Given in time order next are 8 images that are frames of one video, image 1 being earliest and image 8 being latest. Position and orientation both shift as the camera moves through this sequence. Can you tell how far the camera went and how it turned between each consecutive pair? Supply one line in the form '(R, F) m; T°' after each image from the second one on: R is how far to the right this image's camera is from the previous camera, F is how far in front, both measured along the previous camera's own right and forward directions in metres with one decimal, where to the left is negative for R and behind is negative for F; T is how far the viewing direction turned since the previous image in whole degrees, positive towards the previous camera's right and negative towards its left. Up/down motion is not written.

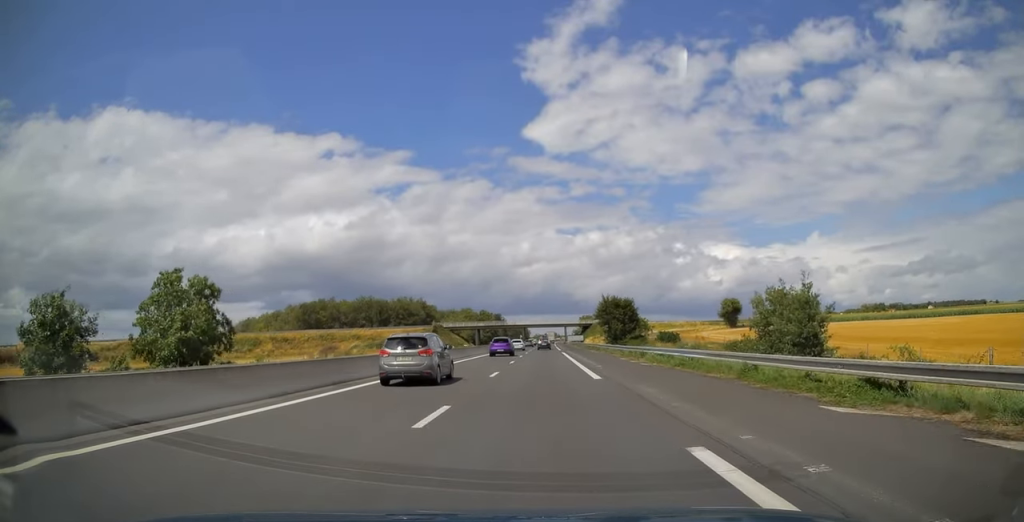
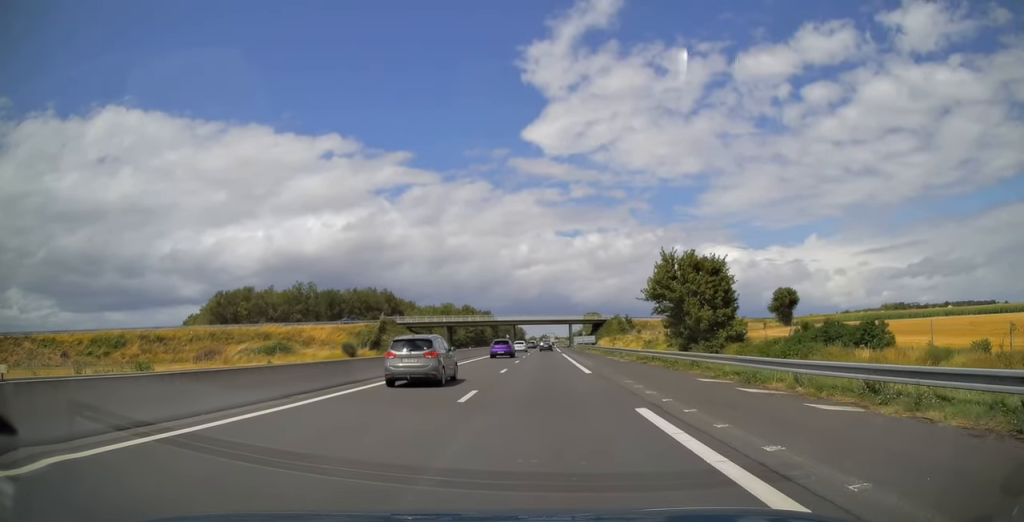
(+0.1, +46.8) m; 0°
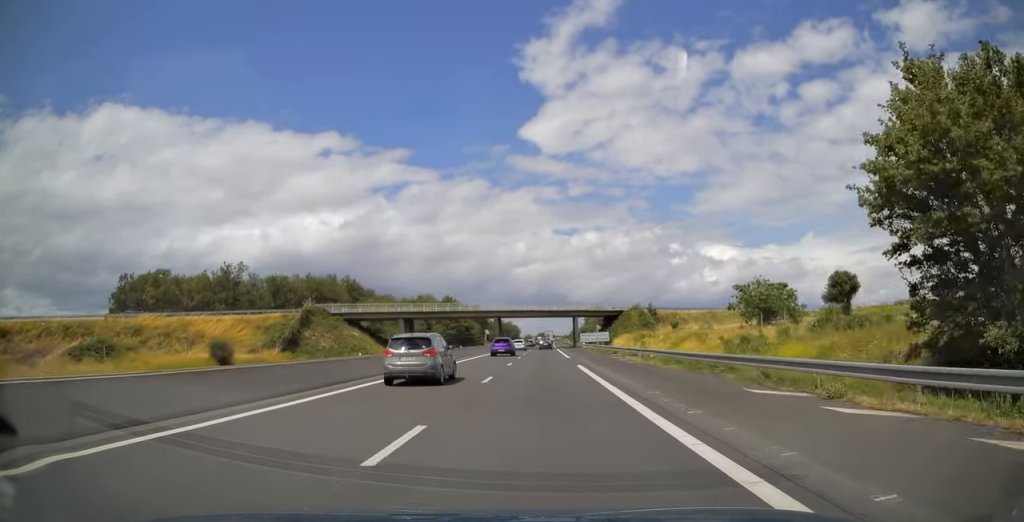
(0.0, +32.5) m; 0°
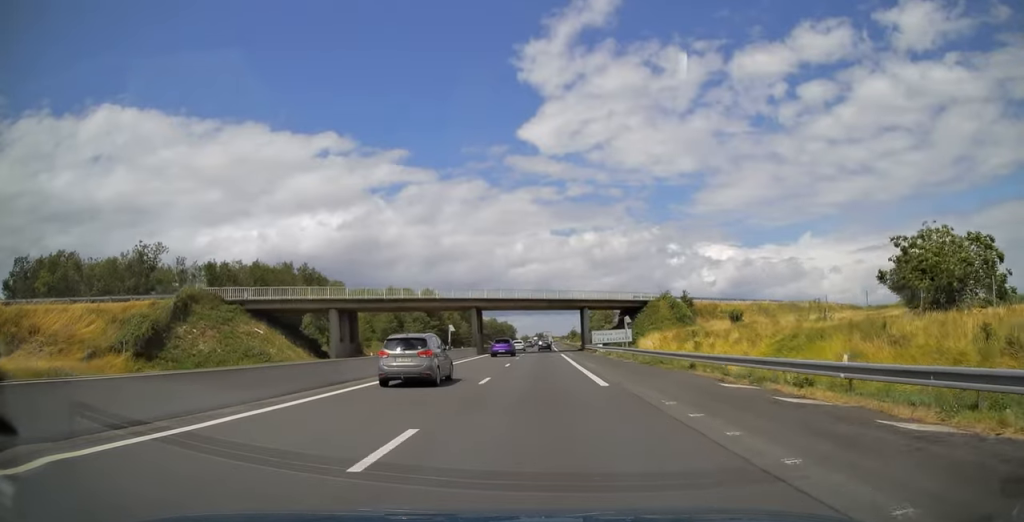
(+0.1, +25.7) m; 0°
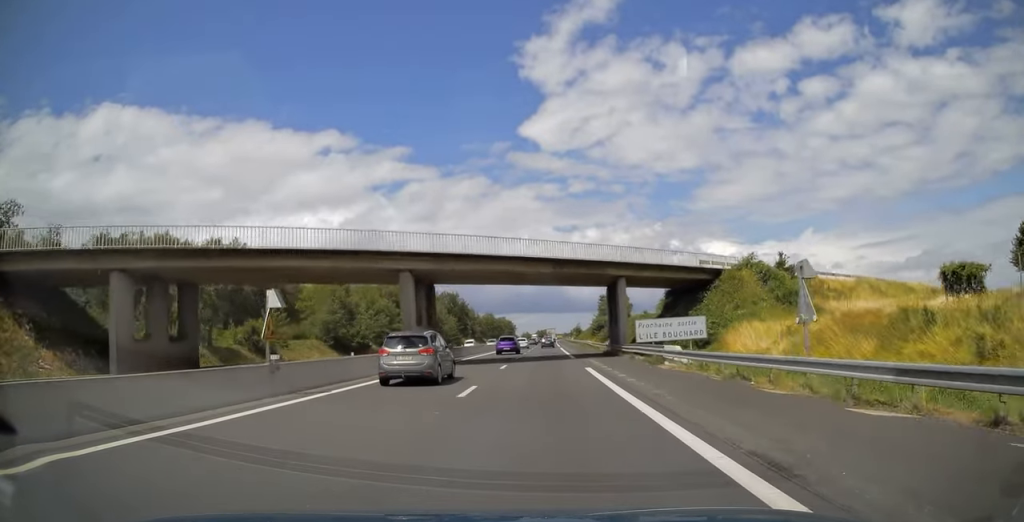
(0.0, +30.6) m; 0°
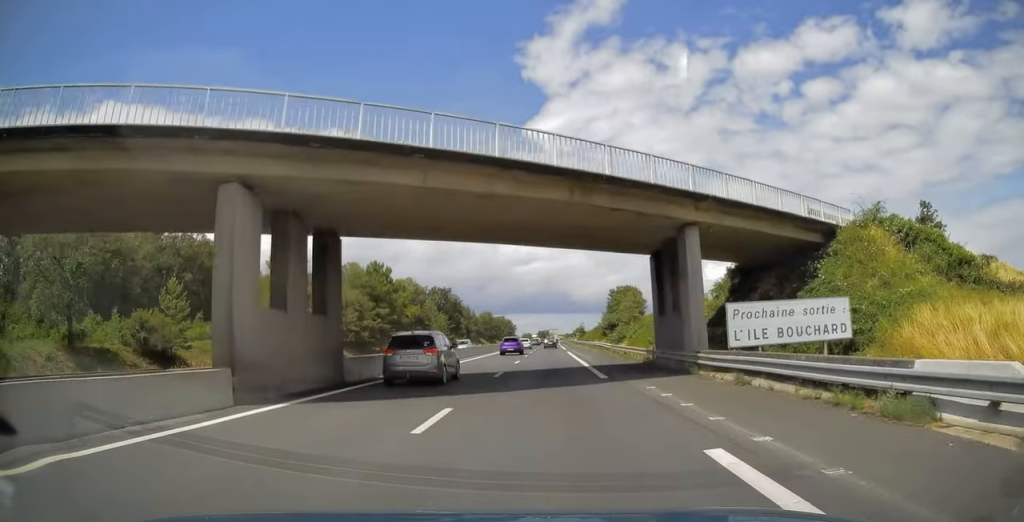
(0.0, +18.3) m; 0°
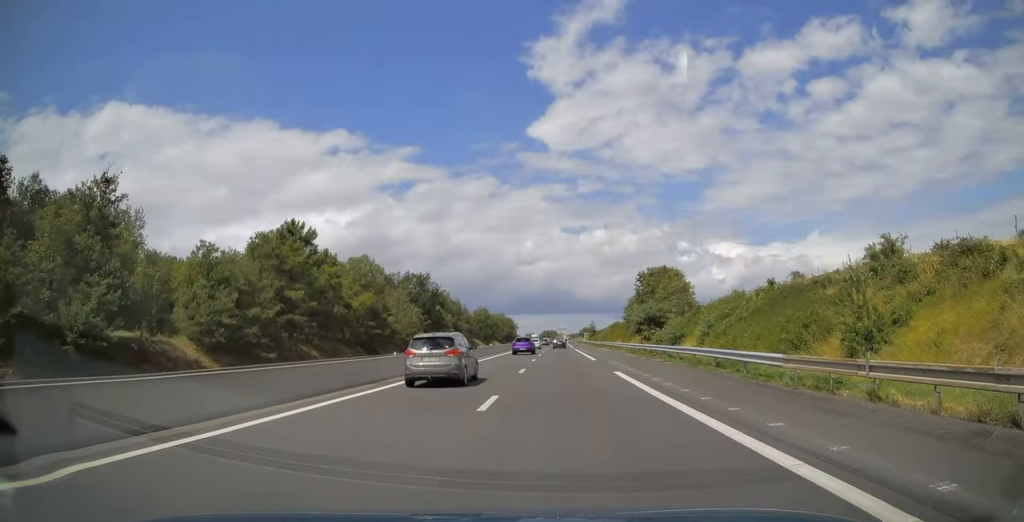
(0.0, +36.0) m; 0°
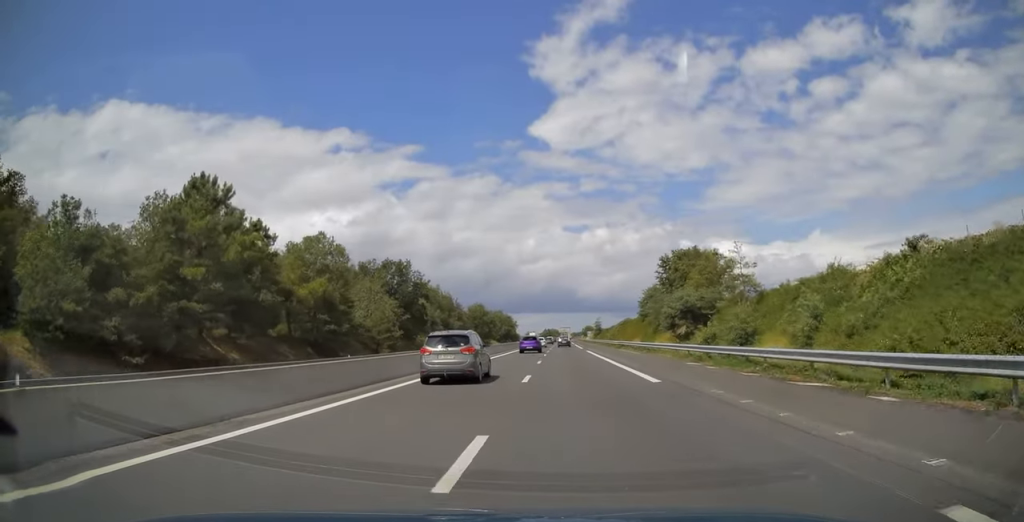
(0.0, +19.3) m; 0°
